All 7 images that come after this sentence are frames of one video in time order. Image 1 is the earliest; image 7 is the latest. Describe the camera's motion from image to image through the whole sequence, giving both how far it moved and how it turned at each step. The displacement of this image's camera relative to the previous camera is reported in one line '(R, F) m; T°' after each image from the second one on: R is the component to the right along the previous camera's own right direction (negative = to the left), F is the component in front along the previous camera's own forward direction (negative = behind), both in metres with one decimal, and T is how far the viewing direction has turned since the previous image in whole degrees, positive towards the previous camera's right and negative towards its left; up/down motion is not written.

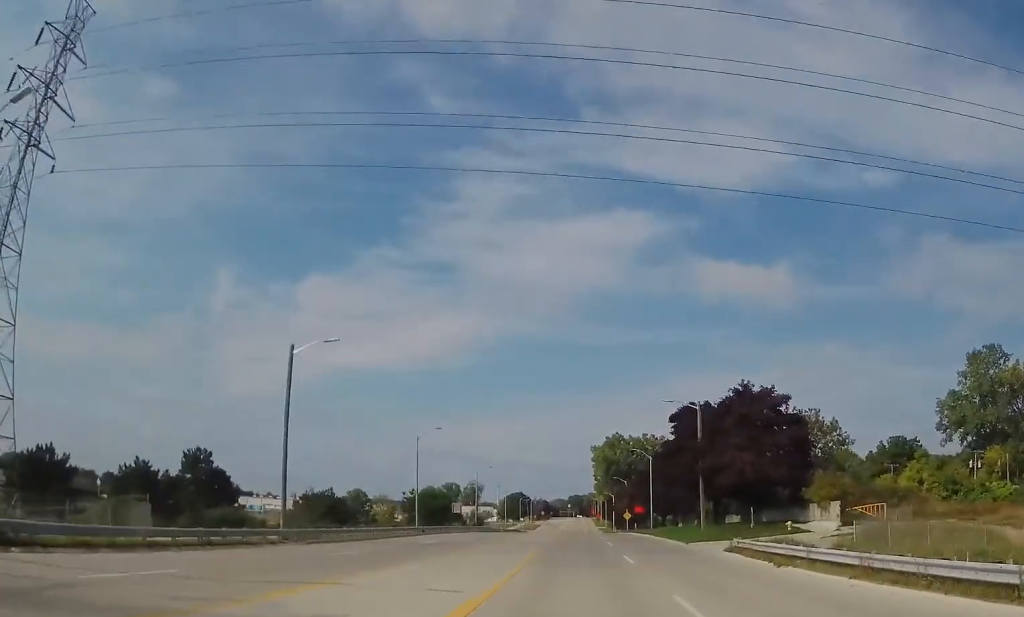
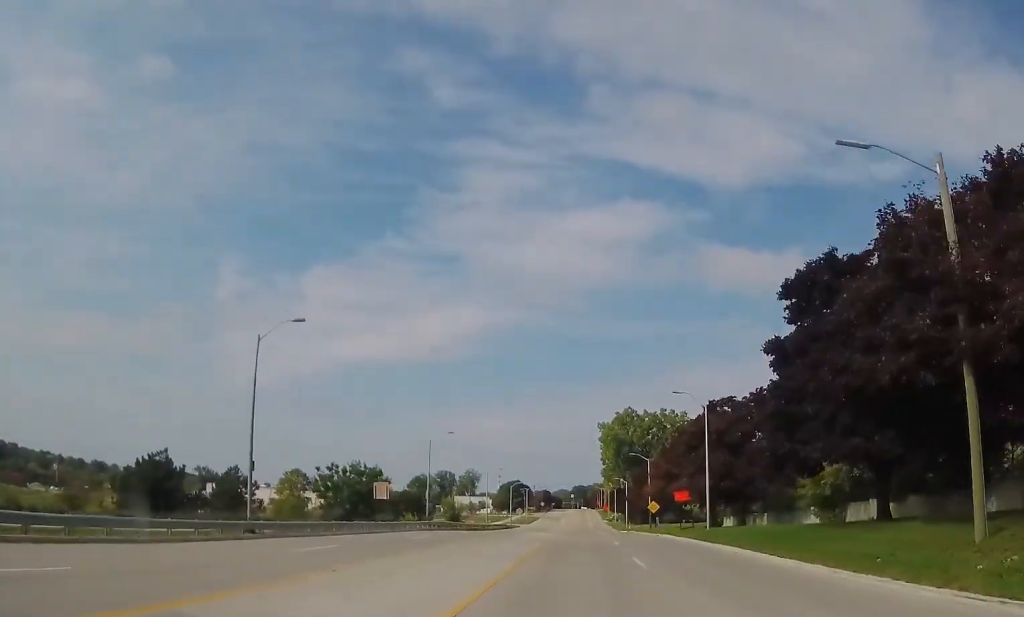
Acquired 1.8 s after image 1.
(-0.2, +34.7) m; +1°
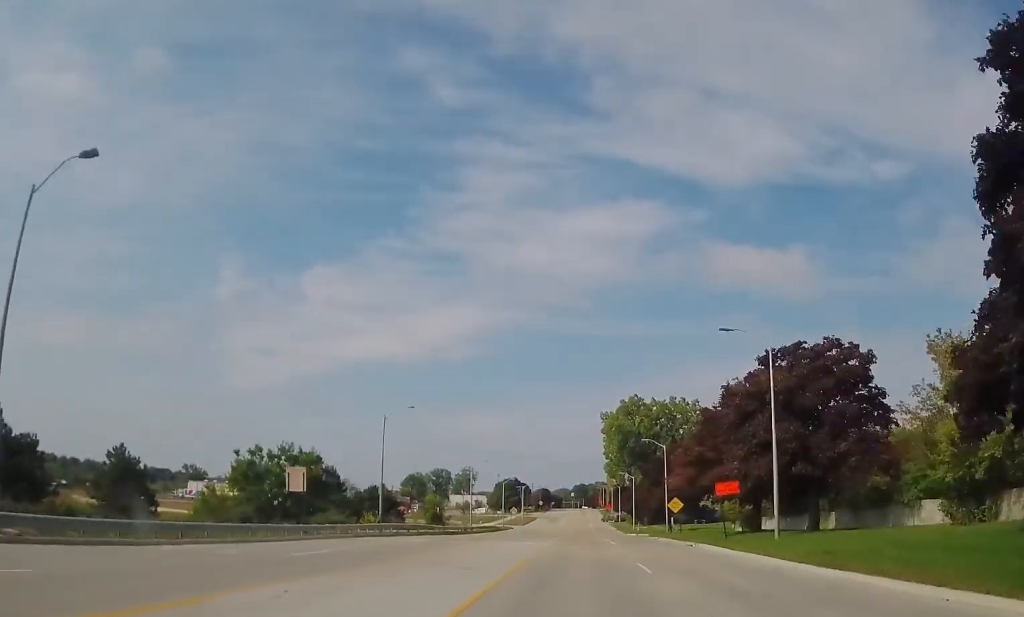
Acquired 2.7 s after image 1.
(+0.3, +16.5) m; 0°
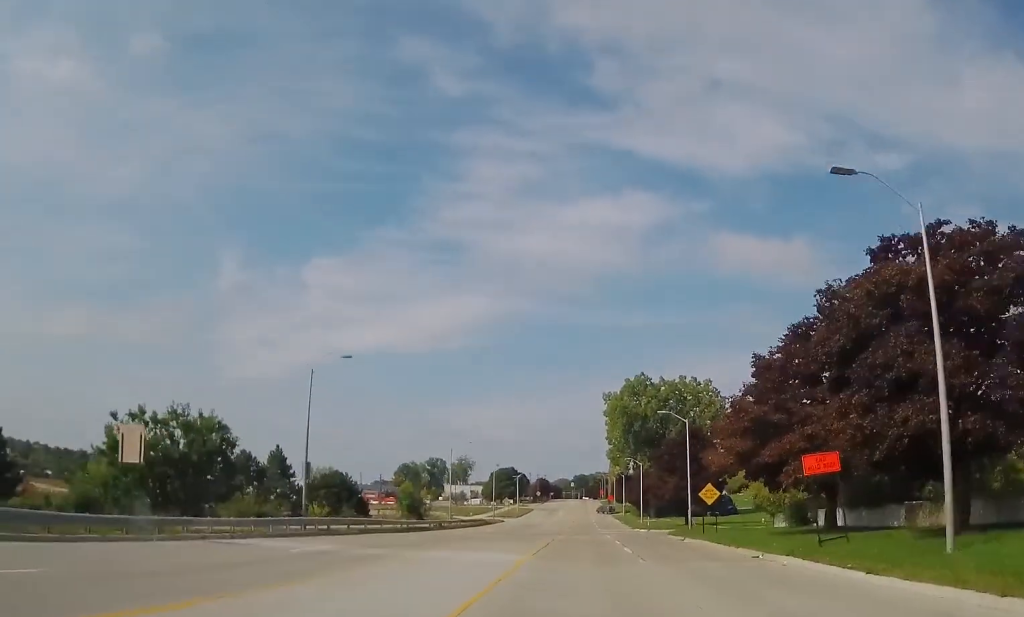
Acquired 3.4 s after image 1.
(-0.4, +15.0) m; -1°
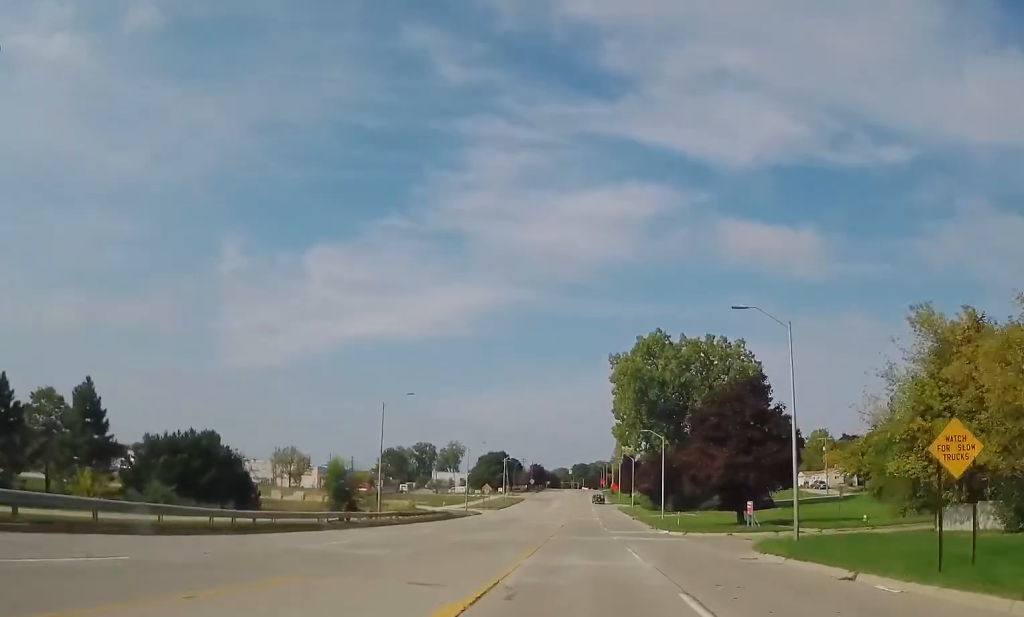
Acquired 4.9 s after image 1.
(0.0, +28.3) m; 0°
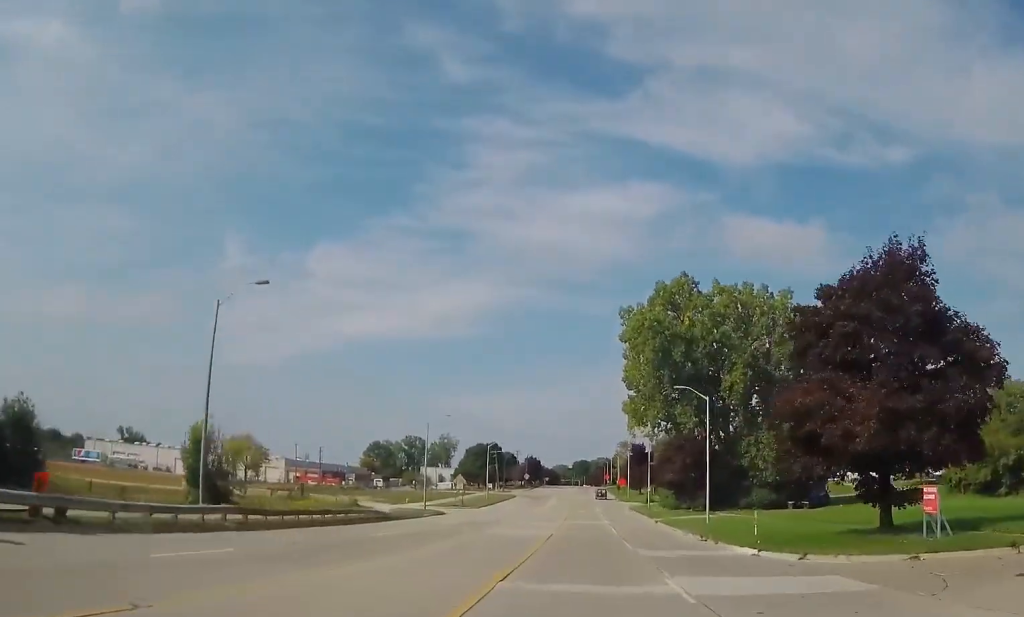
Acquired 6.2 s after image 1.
(+0.4, +26.5) m; +1°
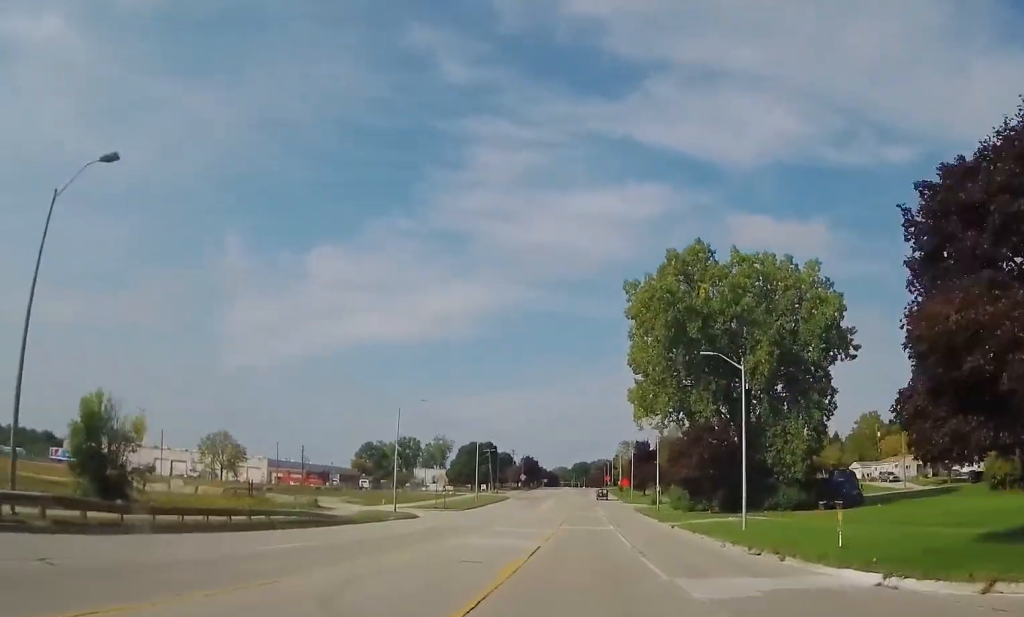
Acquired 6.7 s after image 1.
(+0.1, +11.3) m; -1°
